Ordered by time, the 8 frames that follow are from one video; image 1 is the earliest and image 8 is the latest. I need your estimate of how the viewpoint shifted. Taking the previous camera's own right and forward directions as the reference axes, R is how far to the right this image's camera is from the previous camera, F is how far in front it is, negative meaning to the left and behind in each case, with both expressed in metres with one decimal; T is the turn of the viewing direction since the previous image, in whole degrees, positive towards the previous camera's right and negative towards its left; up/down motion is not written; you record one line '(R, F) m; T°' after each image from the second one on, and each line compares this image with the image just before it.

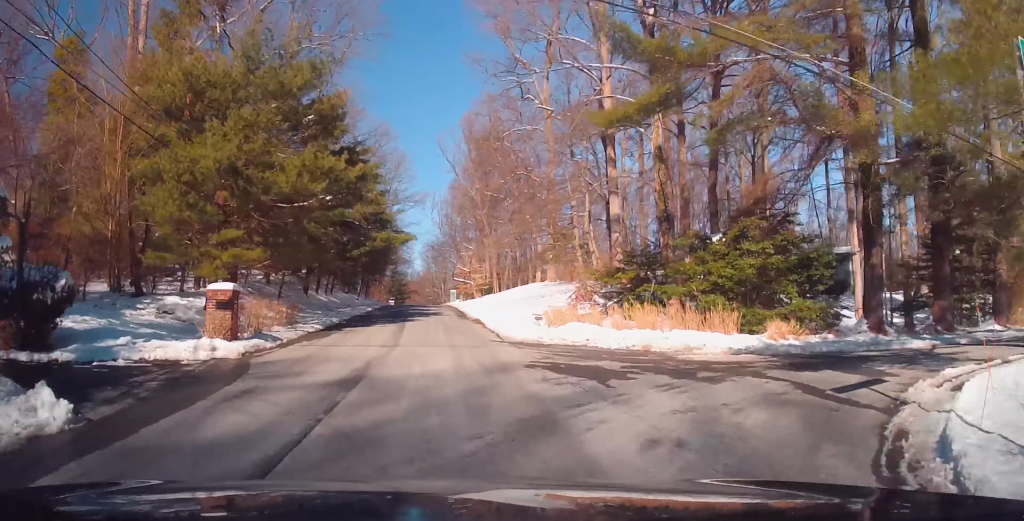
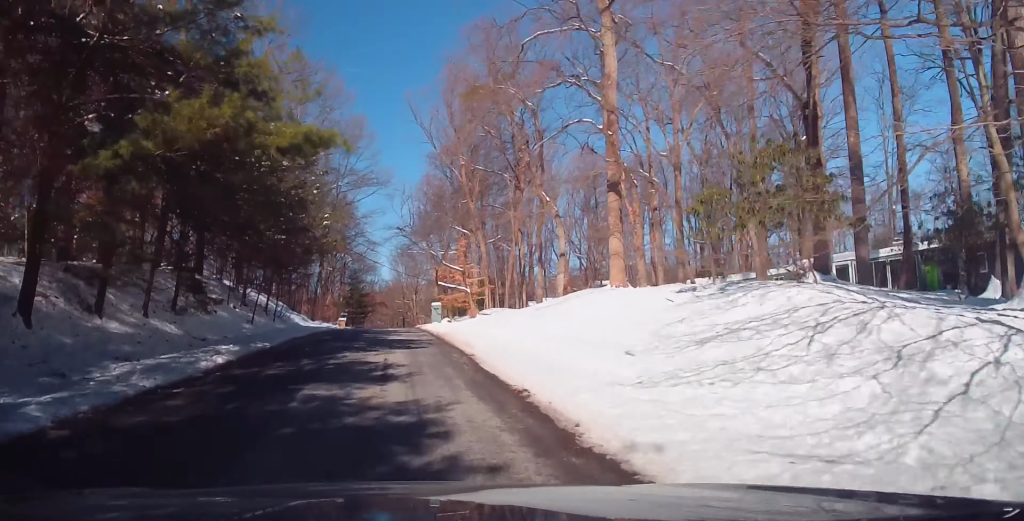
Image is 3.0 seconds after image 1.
(+0.2, +28.4) m; -1°
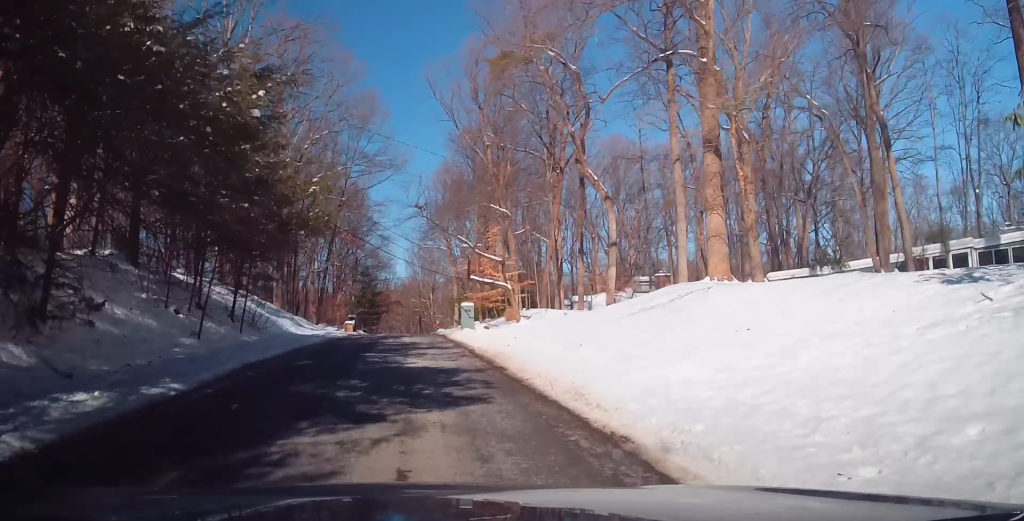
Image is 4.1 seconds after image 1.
(-0.4, +10.1) m; 0°
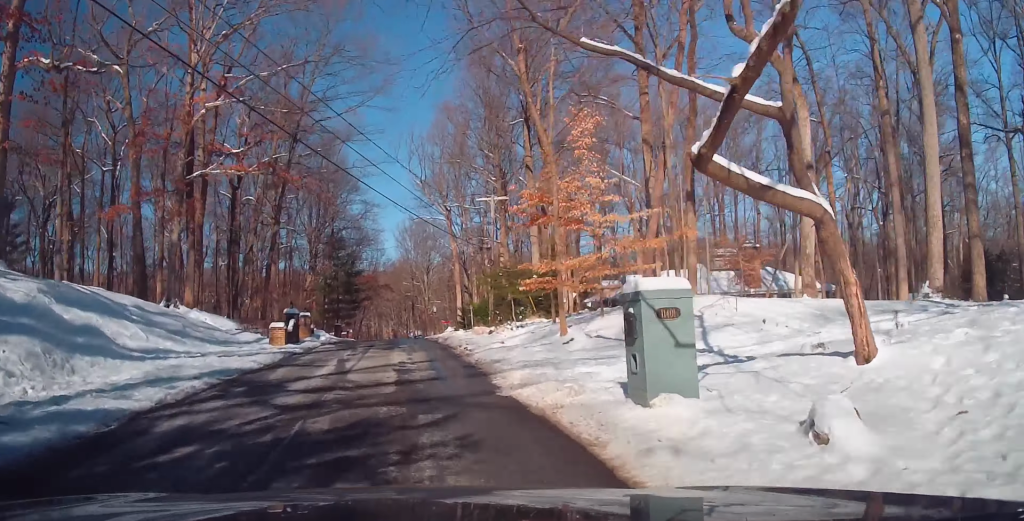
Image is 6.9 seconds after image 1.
(+0.5, +25.5) m; 0°
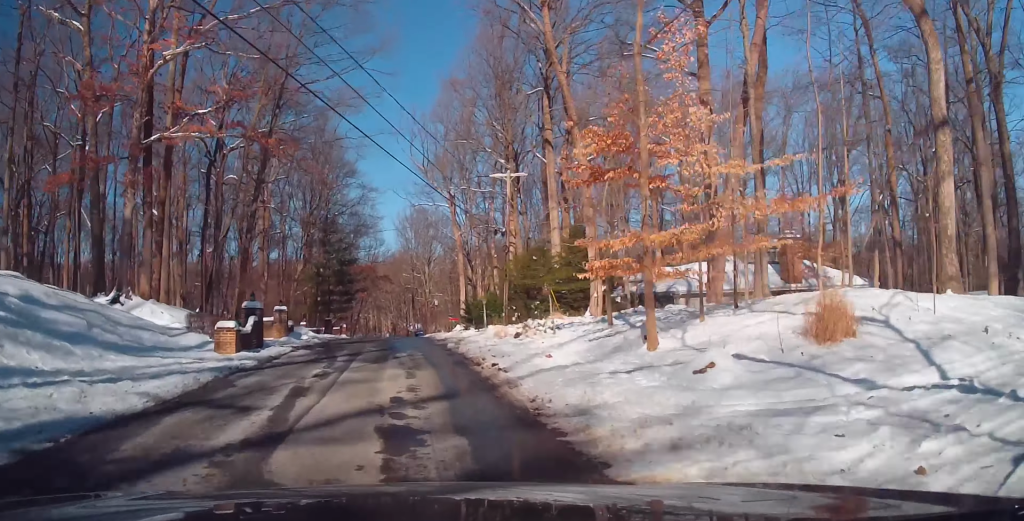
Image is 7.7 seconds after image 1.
(-0.3, +7.0) m; 0°
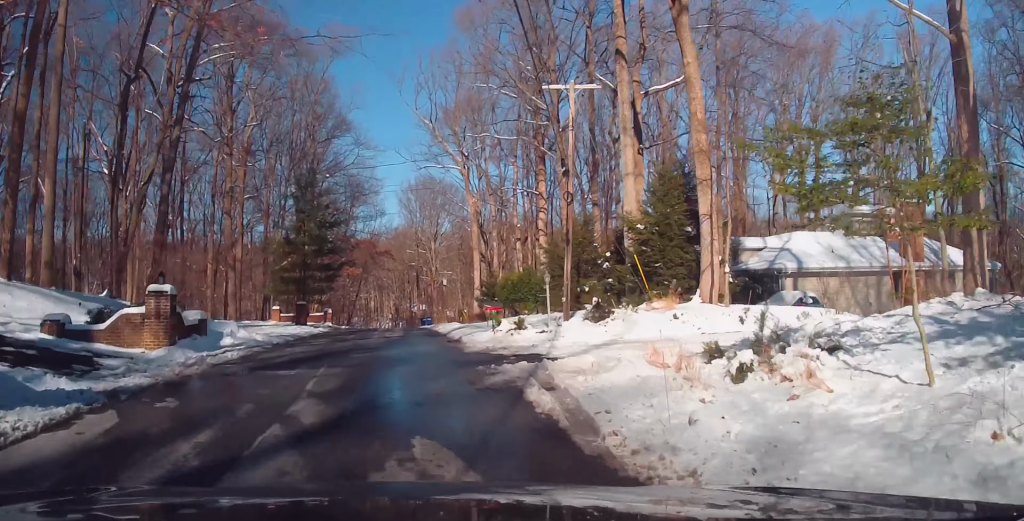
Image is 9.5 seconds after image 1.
(0.0, +15.6) m; 0°
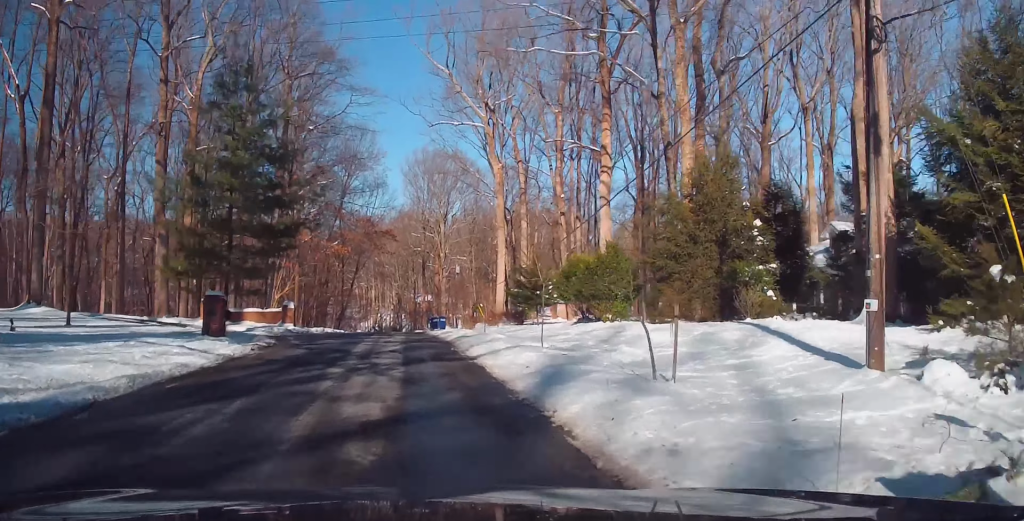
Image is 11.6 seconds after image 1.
(+0.1, +18.3) m; +1°
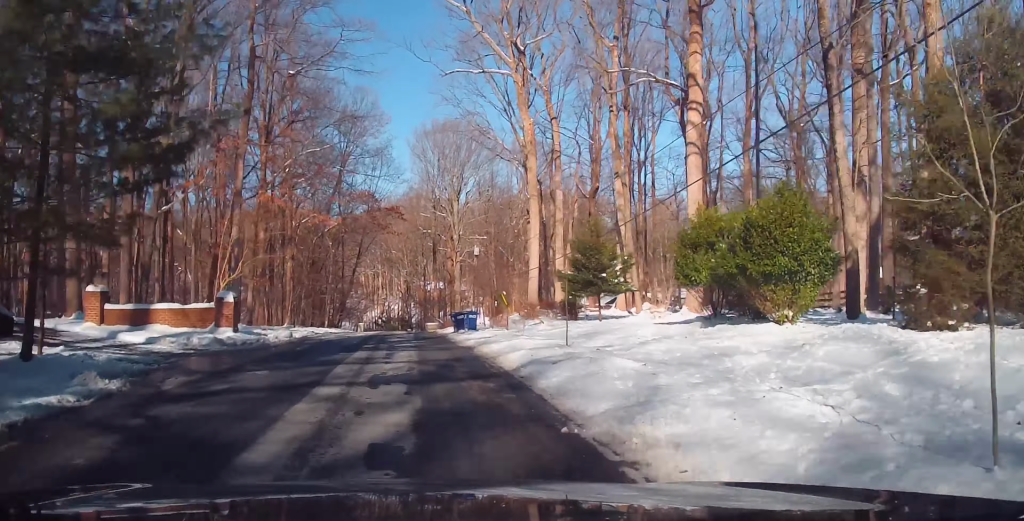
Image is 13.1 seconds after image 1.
(+0.1, +12.5) m; +1°
